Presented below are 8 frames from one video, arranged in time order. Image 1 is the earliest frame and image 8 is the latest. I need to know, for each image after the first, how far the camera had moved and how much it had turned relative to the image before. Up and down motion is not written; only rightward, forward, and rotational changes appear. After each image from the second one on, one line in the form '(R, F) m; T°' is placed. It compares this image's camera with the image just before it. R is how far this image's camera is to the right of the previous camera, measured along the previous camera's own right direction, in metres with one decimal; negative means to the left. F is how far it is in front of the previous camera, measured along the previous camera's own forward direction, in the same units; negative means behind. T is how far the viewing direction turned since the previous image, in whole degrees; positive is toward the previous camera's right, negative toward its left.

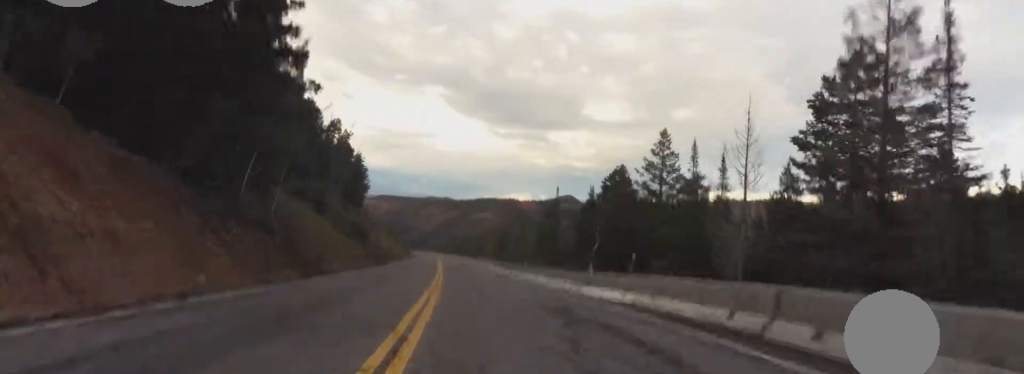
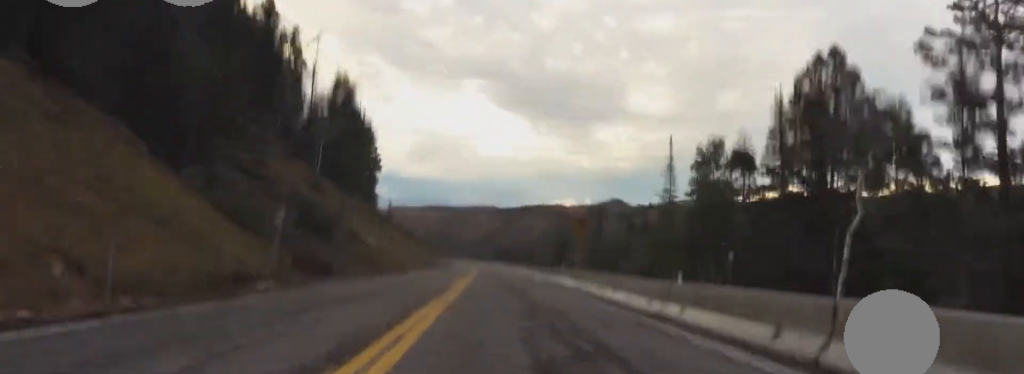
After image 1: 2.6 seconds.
(-0.1, +43.7) m; +2°
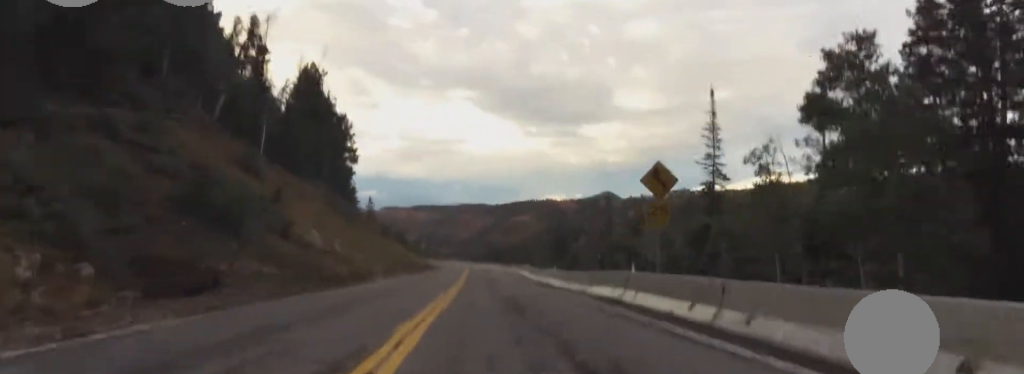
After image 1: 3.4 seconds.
(-0.5, +15.4) m; -3°
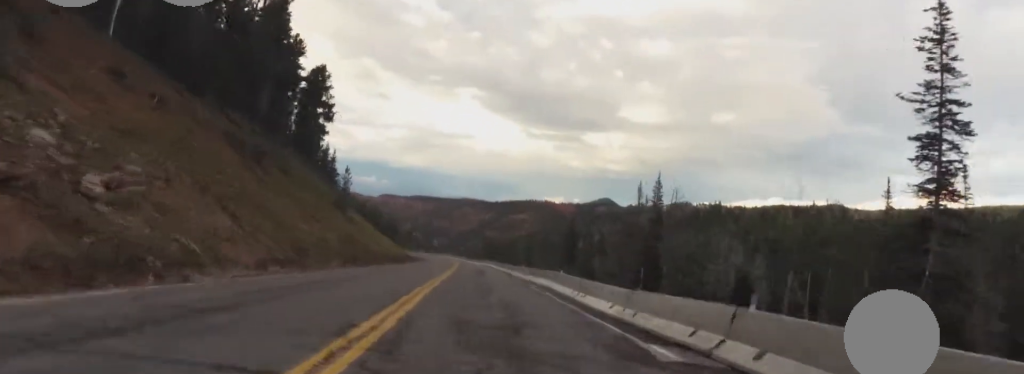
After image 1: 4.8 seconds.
(-1.0, +25.4) m; -4°
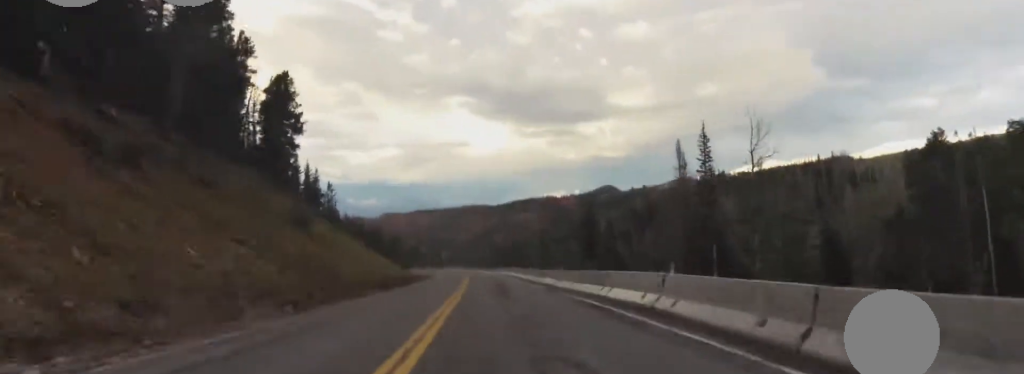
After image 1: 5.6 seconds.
(-0.2, +14.2) m; 0°
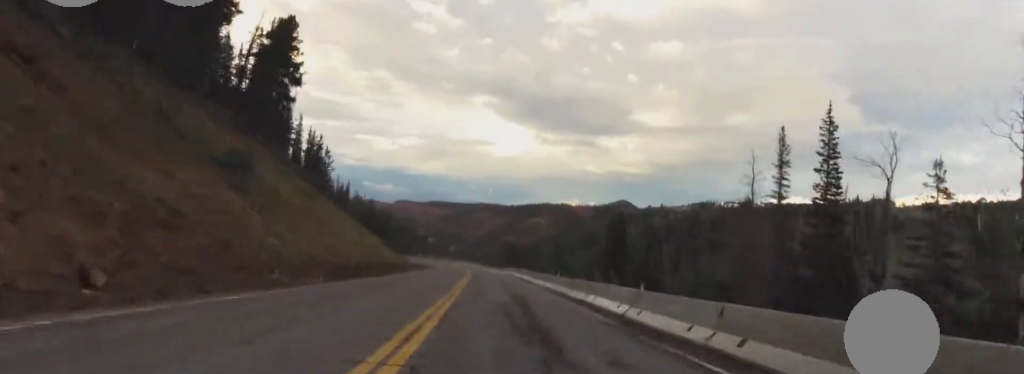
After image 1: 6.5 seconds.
(+0.3, +16.1) m; +2°
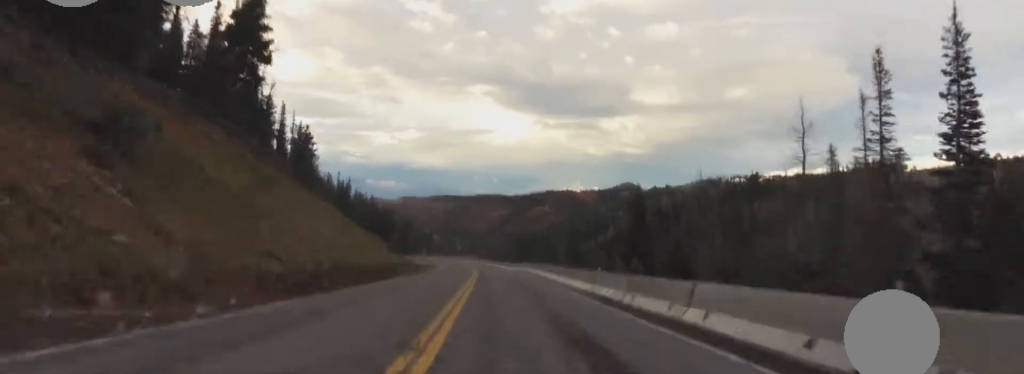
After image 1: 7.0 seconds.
(+0.5, +10.4) m; -1°
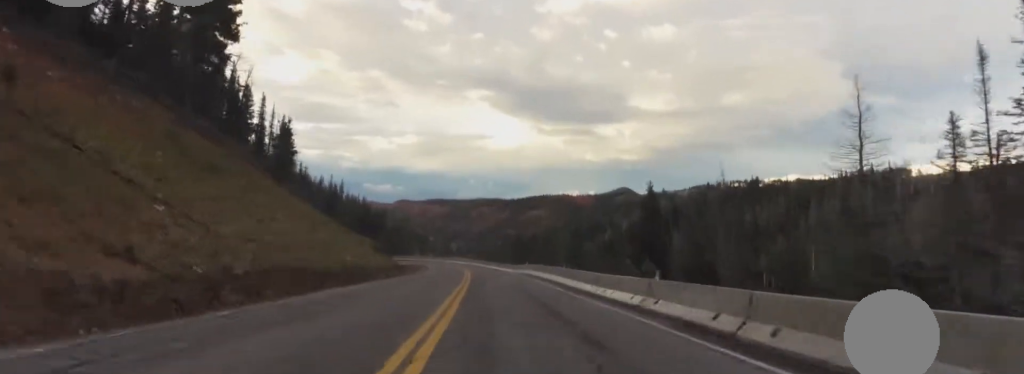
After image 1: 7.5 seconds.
(-0.2, +8.9) m; -1°
